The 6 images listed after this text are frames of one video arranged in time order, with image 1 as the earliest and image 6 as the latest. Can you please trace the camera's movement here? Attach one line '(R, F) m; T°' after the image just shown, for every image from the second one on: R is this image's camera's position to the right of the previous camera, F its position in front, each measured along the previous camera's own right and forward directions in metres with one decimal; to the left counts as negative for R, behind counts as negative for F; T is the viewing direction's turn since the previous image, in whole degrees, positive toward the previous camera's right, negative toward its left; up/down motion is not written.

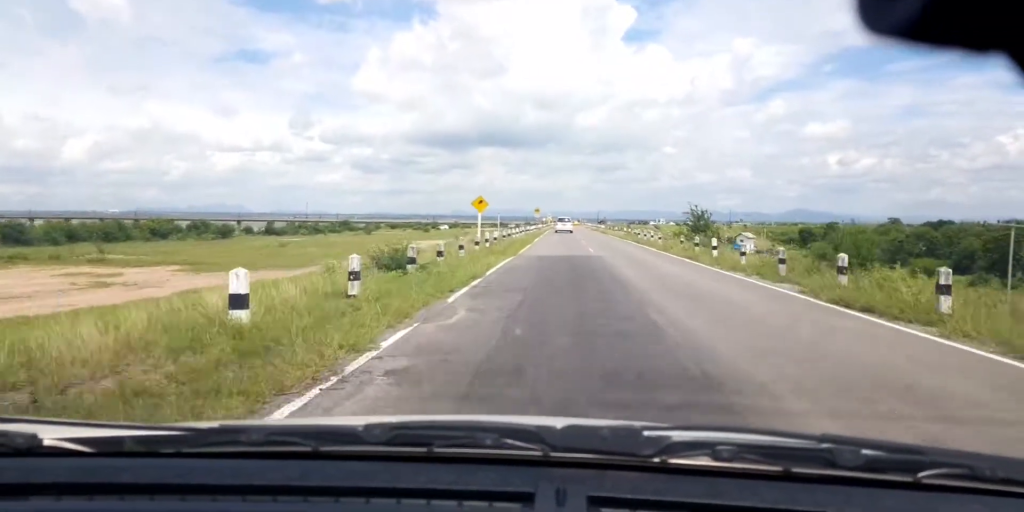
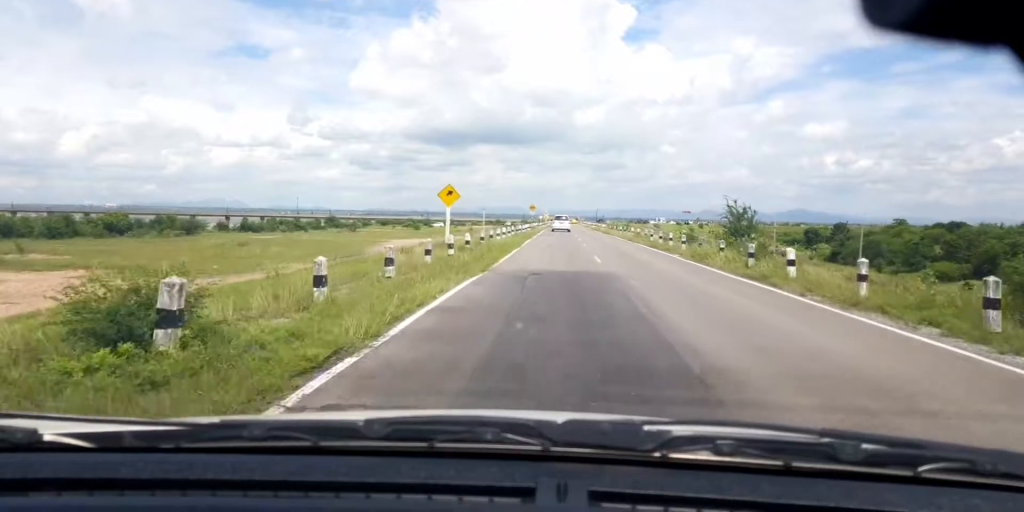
(+0.1, +9.5) m; +1°
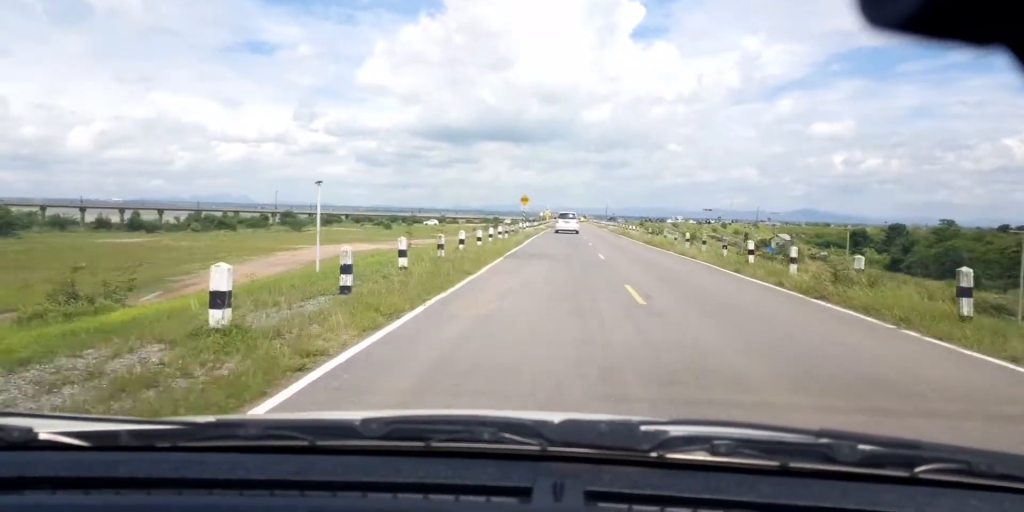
(-0.1, +35.4) m; 0°
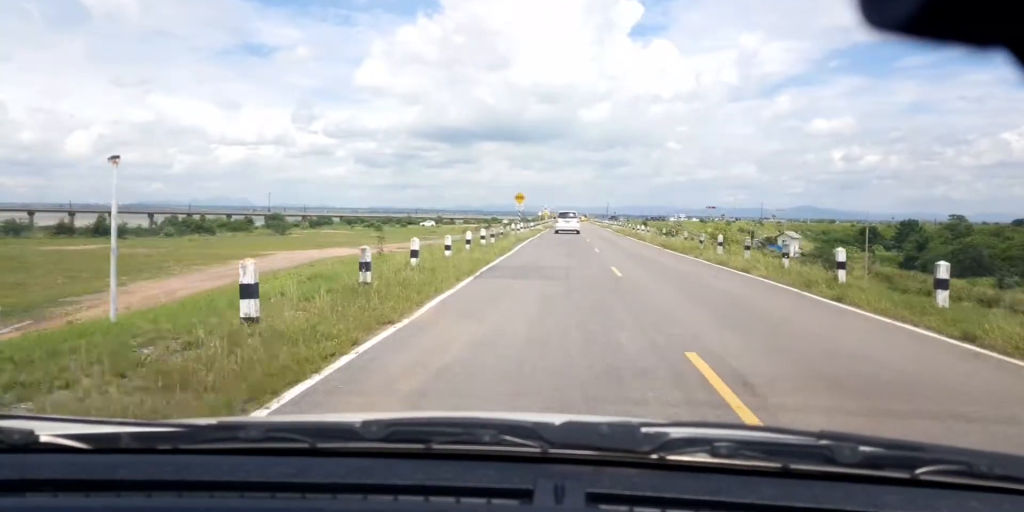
(0.0, +7.5) m; -1°
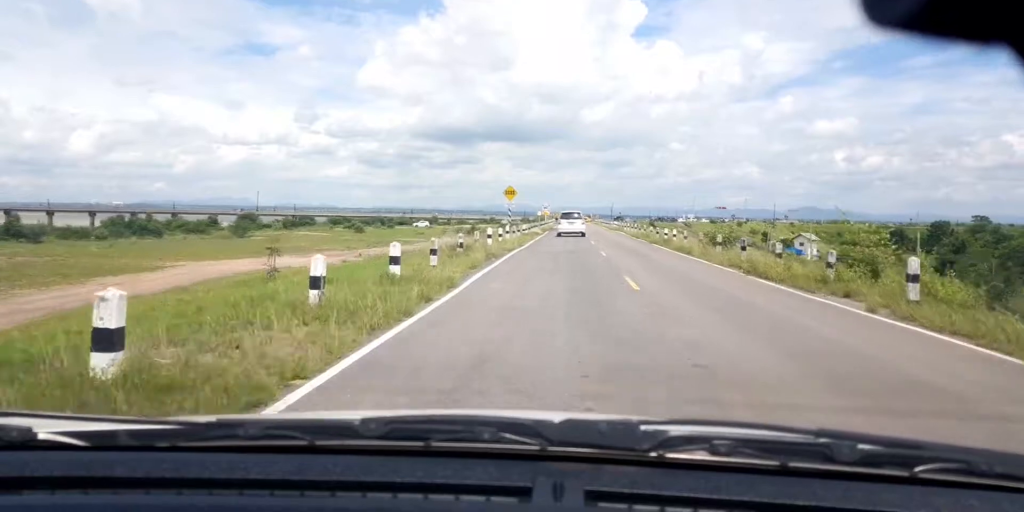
(-0.6, +15.5) m; -2°
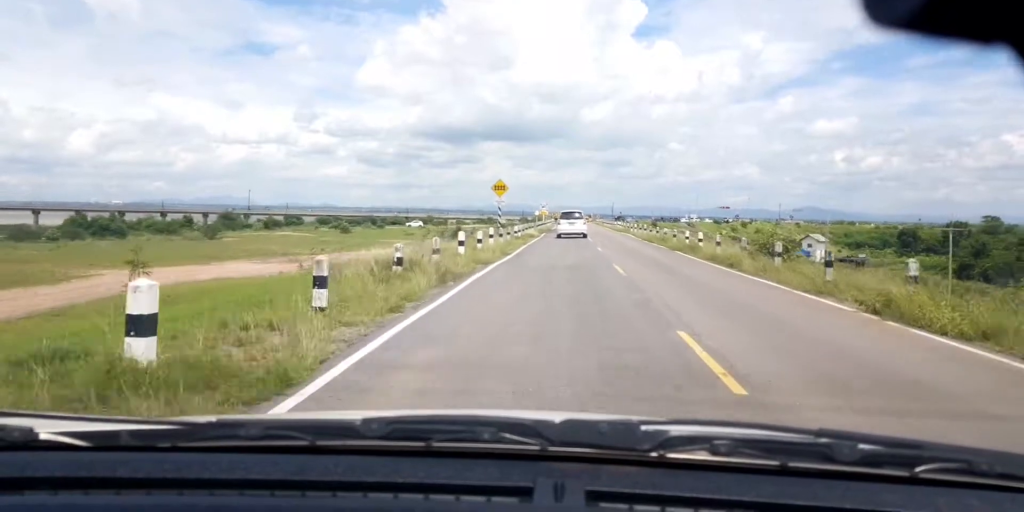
(+0.2, +8.2) m; +1°
